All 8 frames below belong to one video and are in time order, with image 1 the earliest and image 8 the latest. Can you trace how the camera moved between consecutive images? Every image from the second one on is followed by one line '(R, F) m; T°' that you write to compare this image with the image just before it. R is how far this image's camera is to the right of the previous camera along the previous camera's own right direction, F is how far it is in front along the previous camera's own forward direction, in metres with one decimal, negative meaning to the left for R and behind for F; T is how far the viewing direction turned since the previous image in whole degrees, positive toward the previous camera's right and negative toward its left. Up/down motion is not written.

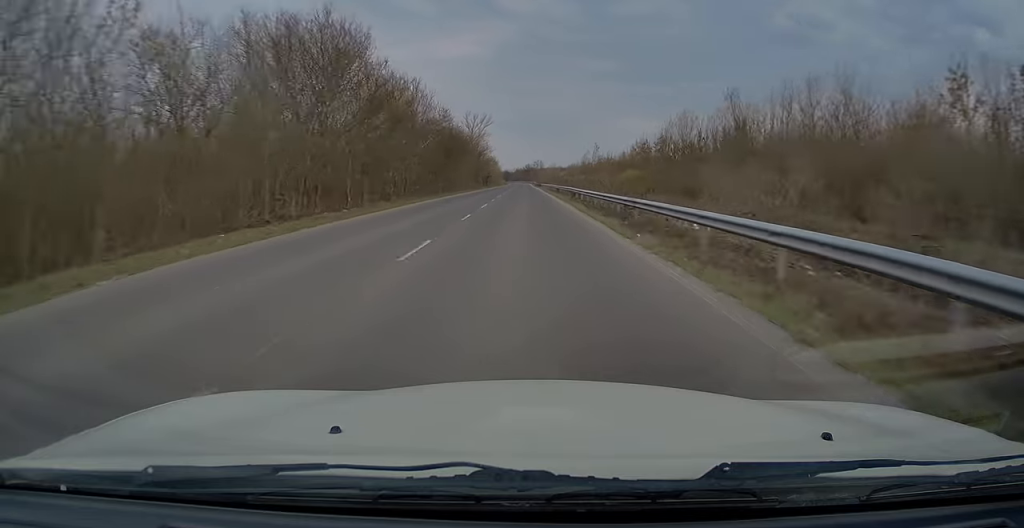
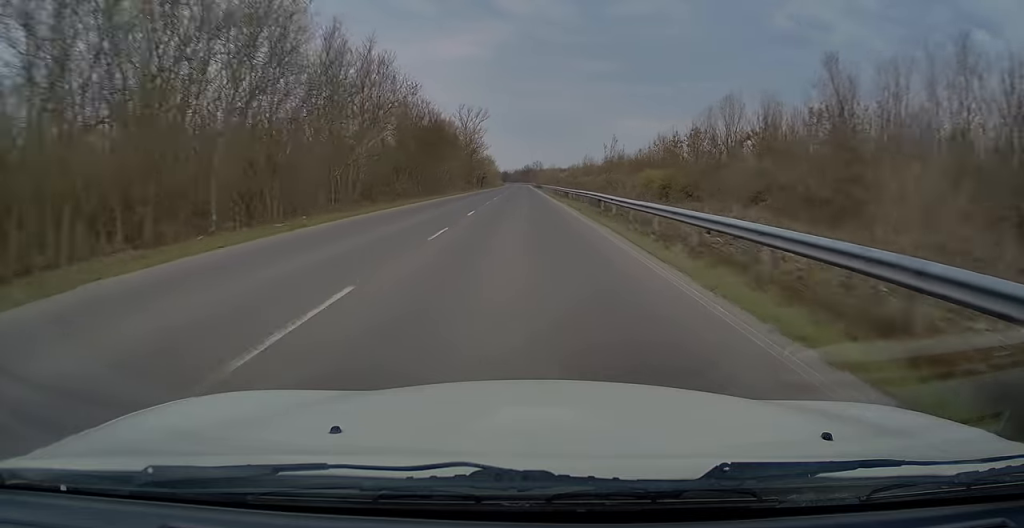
(0.0, +14.7) m; 0°
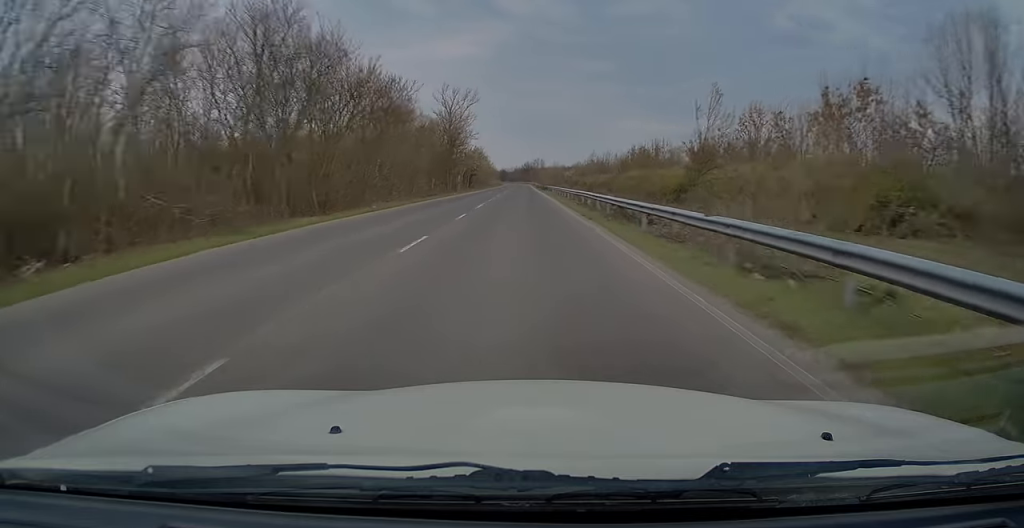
(-0.1, +29.2) m; 0°
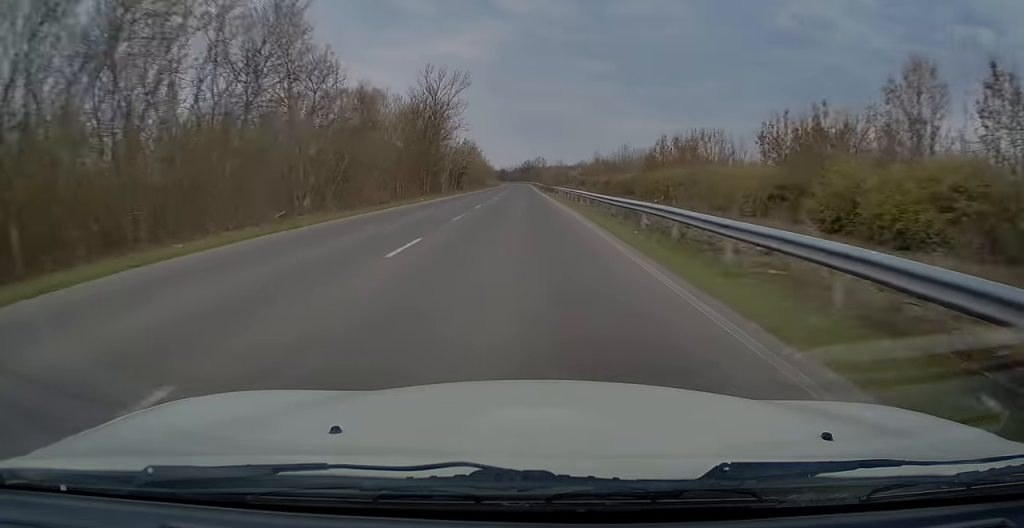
(-0.1, +18.8) m; 0°
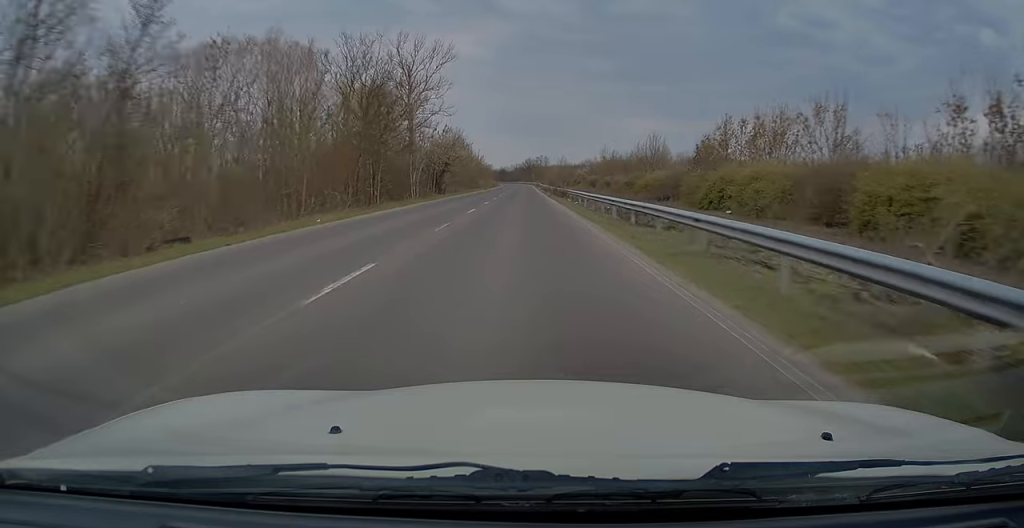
(+0.2, +21.4) m; 0°
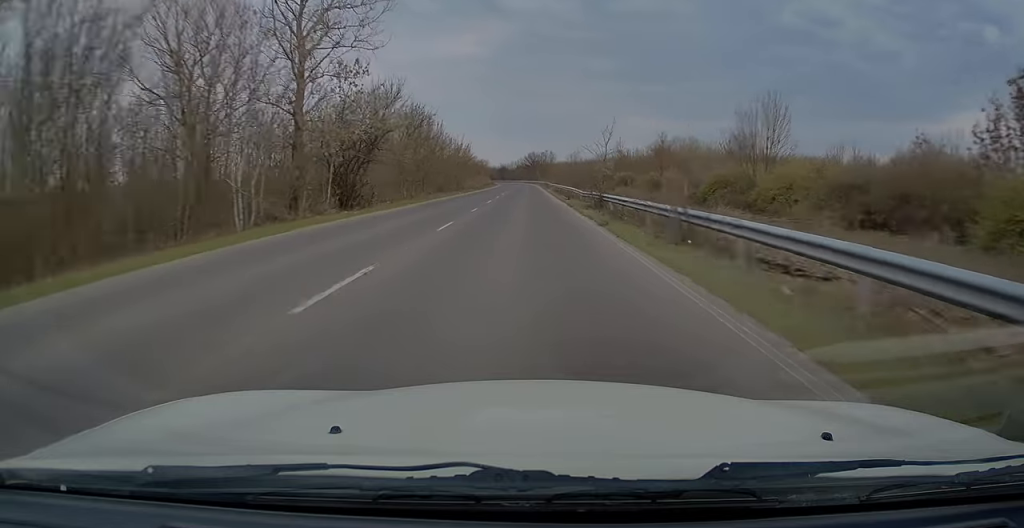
(-0.1, +36.0) m; 0°
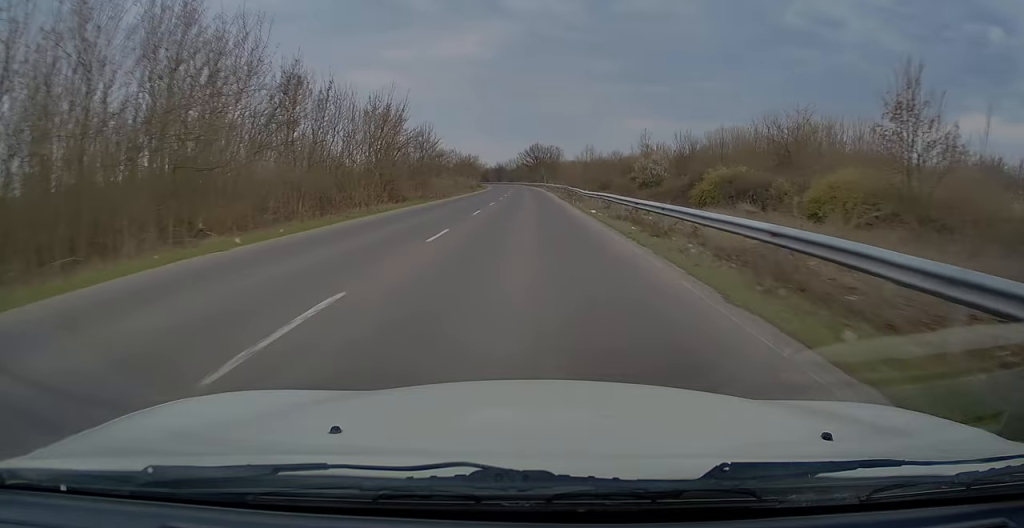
(0.0, +46.8) m; 0°
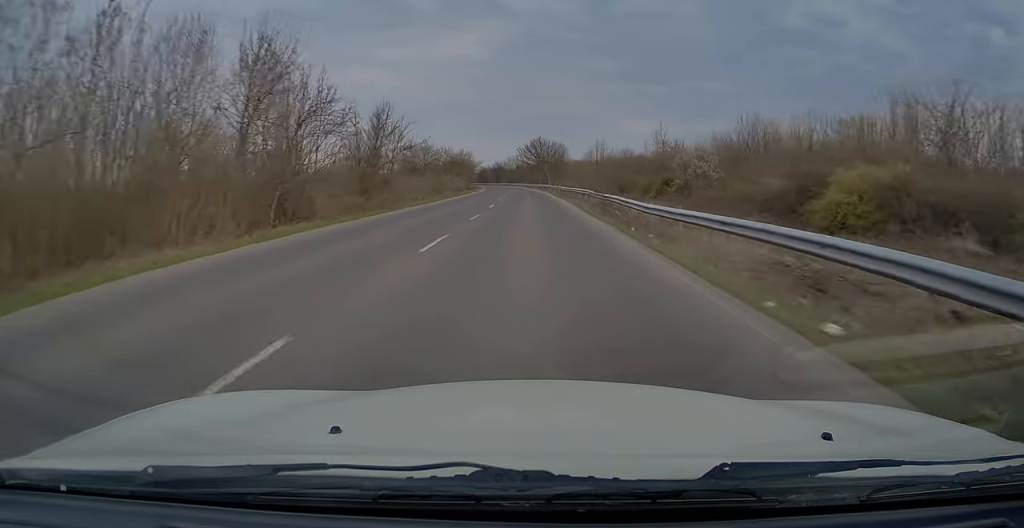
(0.0, +20.0) m; 0°
